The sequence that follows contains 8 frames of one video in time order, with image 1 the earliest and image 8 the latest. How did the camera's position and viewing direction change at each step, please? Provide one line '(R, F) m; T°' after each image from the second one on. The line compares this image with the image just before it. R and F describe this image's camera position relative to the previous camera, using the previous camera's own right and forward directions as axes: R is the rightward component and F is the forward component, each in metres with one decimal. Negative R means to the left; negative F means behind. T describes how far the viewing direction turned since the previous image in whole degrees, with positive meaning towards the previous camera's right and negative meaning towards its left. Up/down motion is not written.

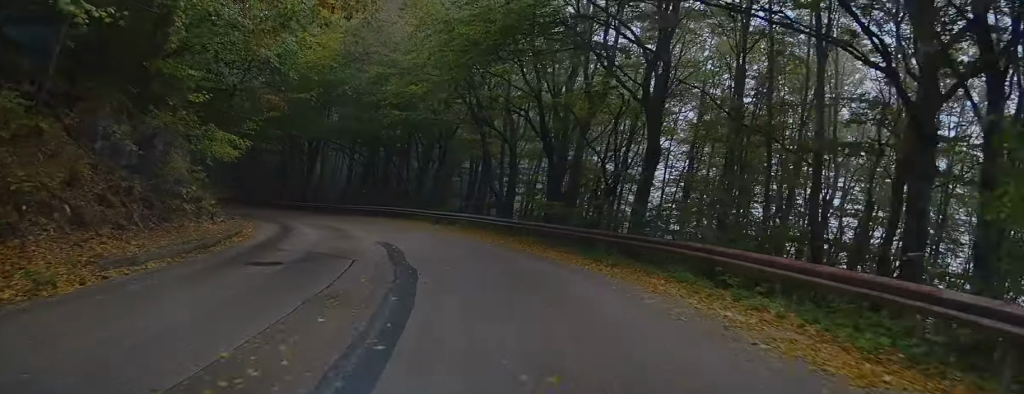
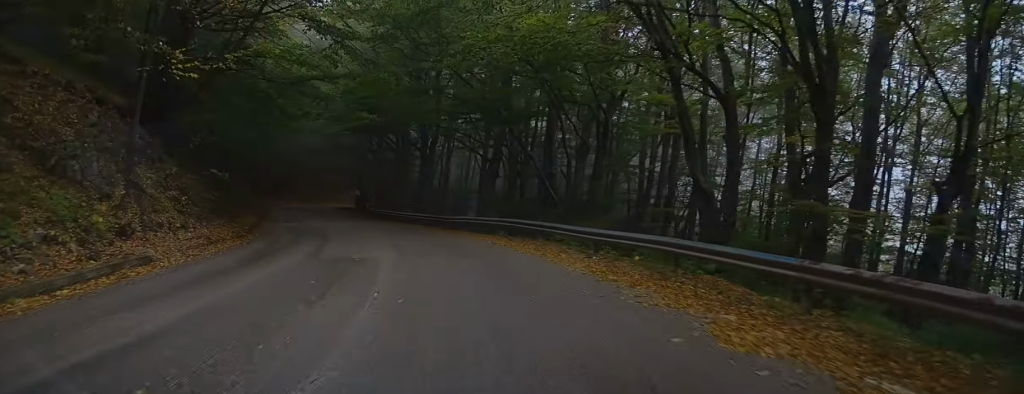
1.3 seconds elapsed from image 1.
(-1.3, +15.1) m; -7°
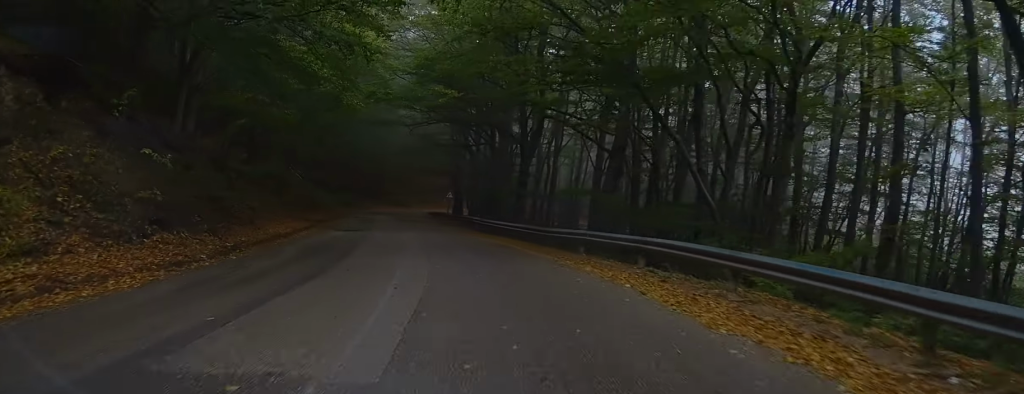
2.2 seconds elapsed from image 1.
(-0.1, +9.4) m; -3°
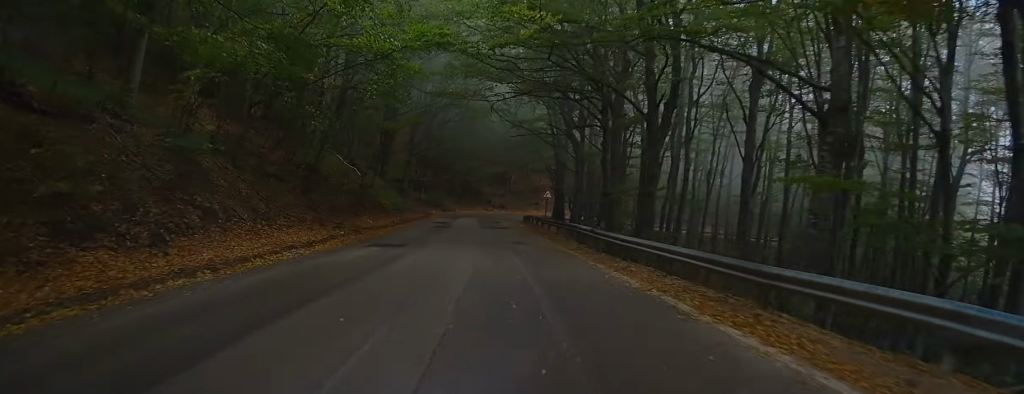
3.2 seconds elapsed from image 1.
(-0.5, +11.7) m; -5°
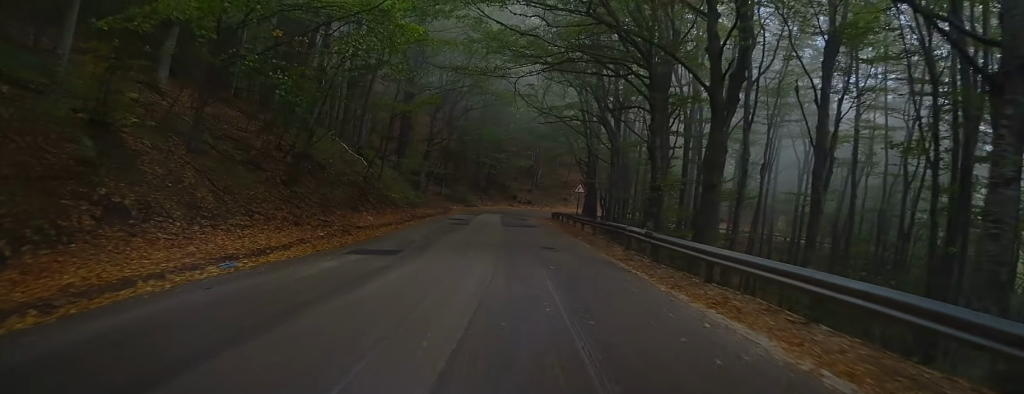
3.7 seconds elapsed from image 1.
(-0.1, +5.3) m; -3°
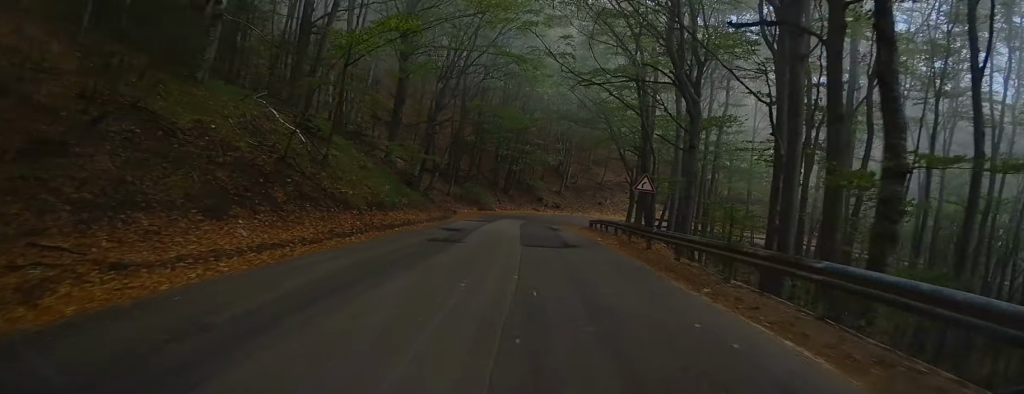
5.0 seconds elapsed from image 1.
(-1.0, +14.1) m; -9°
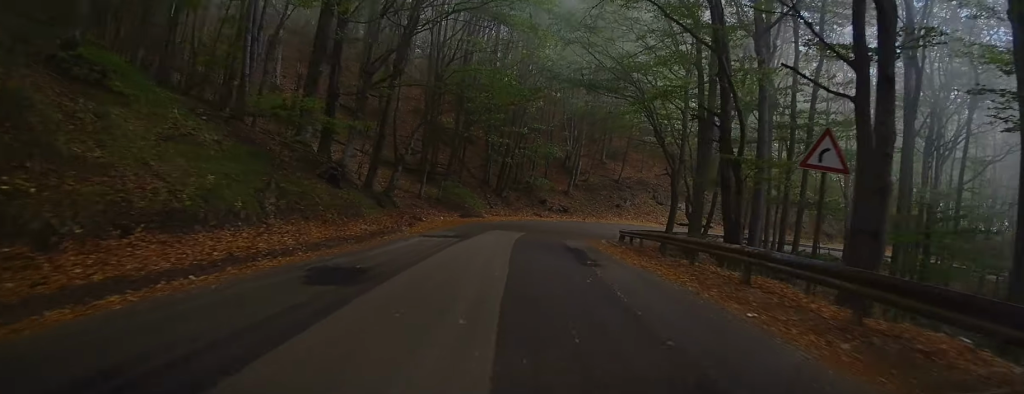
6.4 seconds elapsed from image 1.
(-0.9, +14.8) m; -4°
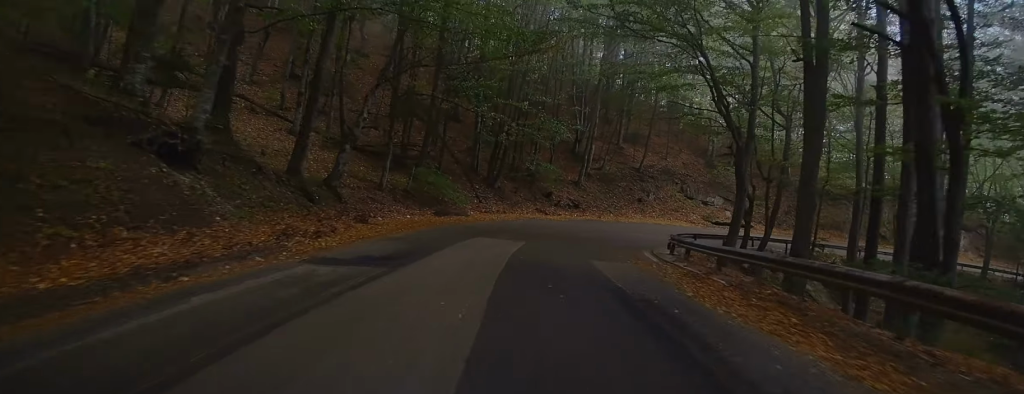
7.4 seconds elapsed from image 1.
(0.0, +11.5) m; +2°
